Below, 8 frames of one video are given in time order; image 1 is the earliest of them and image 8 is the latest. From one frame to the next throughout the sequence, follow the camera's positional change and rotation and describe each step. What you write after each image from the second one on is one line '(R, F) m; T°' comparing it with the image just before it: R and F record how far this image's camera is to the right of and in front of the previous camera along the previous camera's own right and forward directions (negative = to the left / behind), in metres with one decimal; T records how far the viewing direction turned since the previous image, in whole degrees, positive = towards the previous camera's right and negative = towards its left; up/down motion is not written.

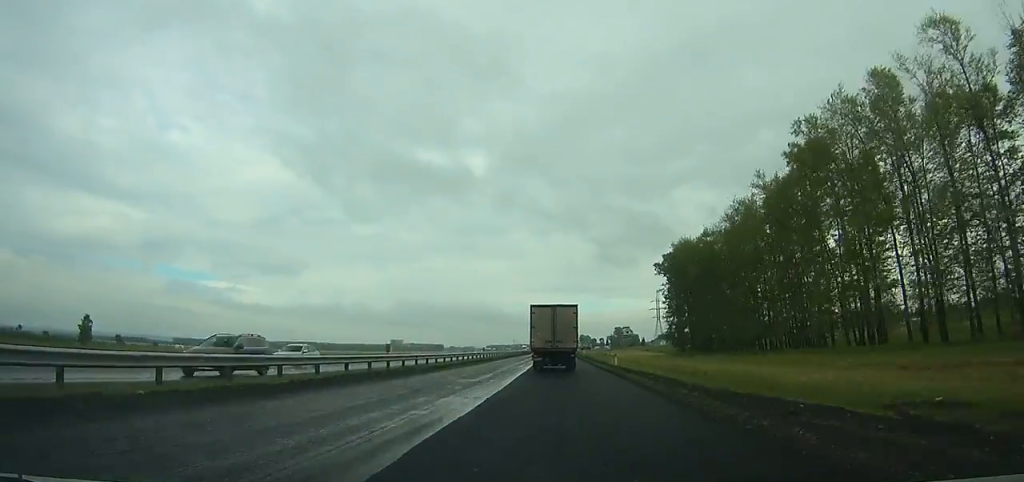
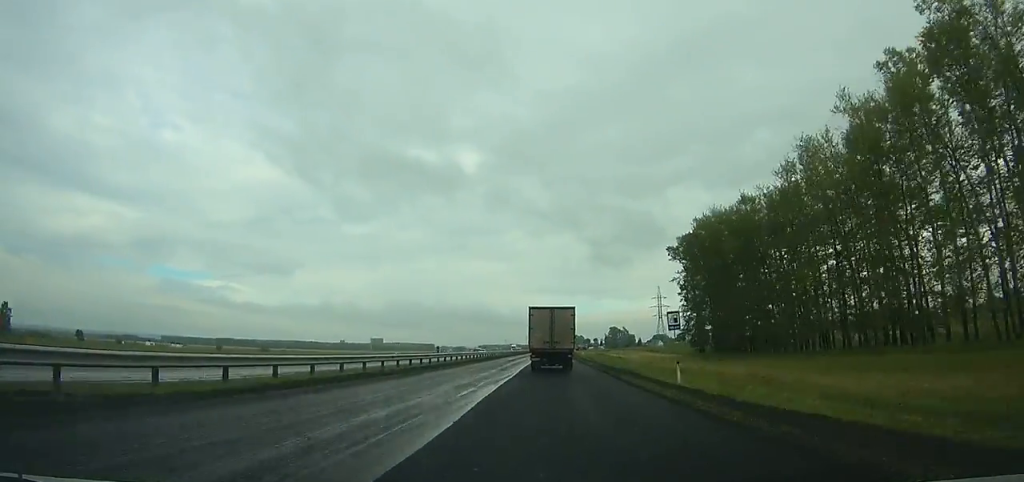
(-2.2, +23.4) m; -1°
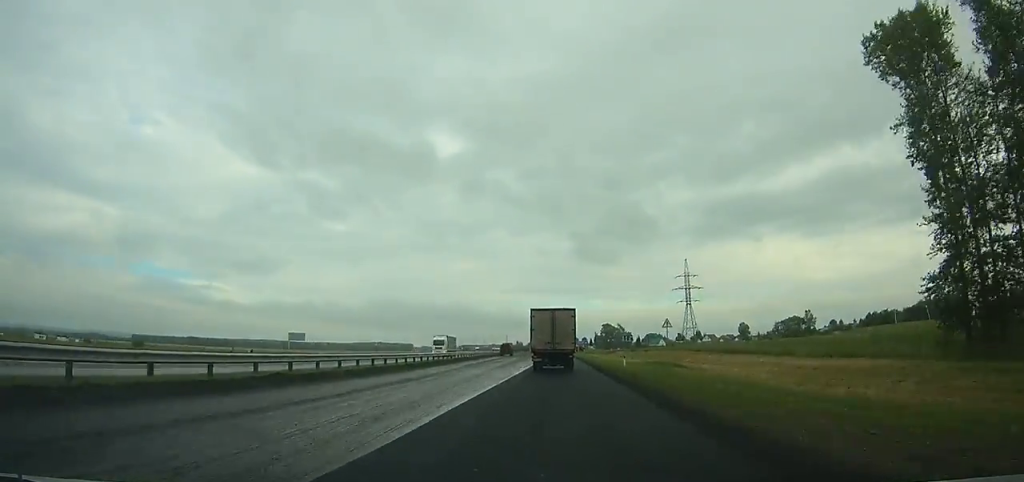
(+0.8, +78.9) m; +3°
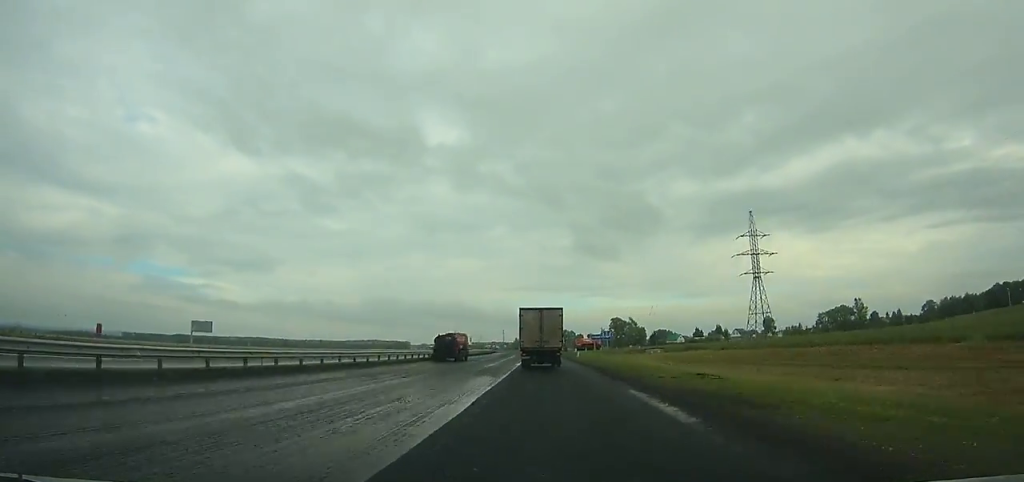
(+0.2, +63.7) m; 0°
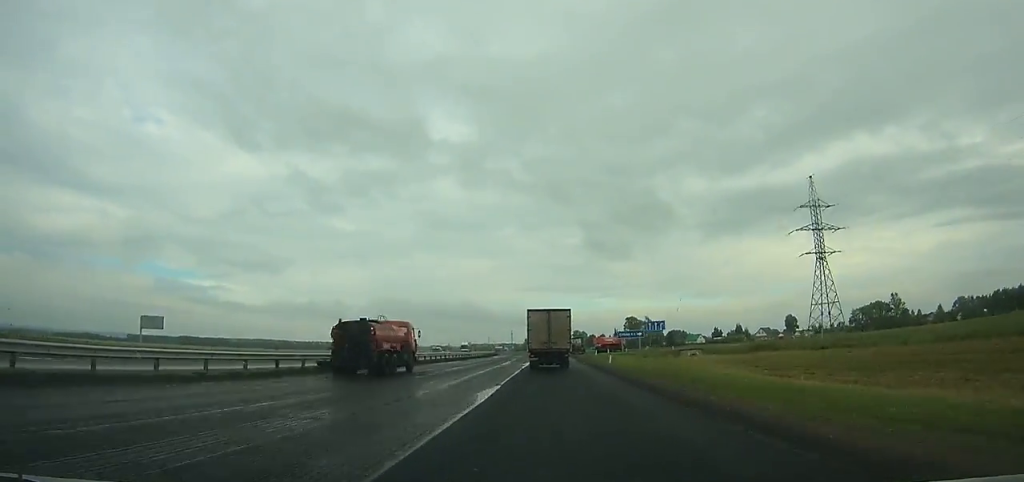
(-0.1, +26.8) m; 0°
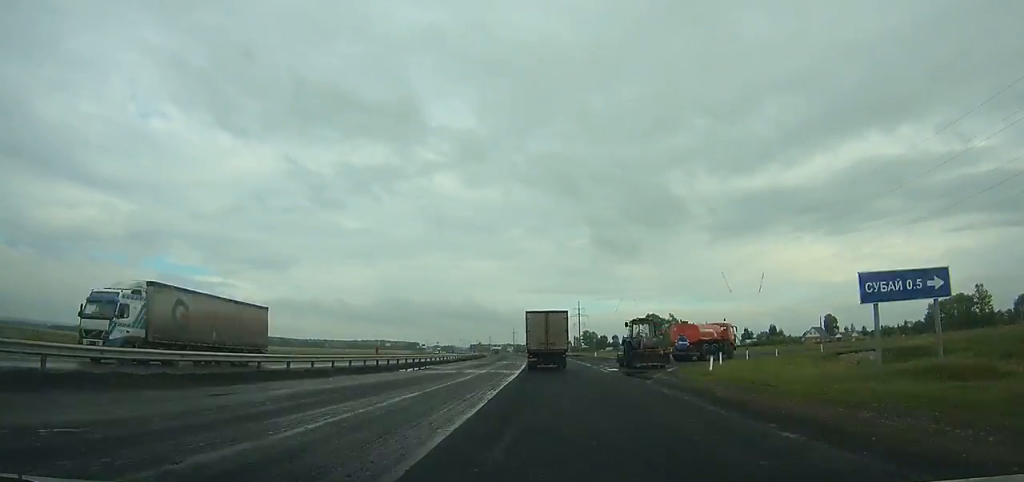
(-0.5, +63.0) m; -1°
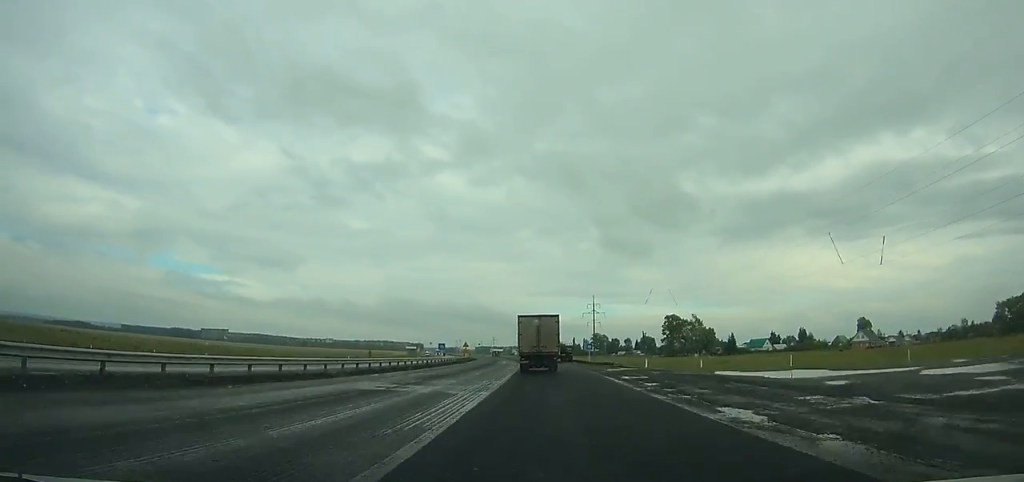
(-0.4, +40.2) m; -1°
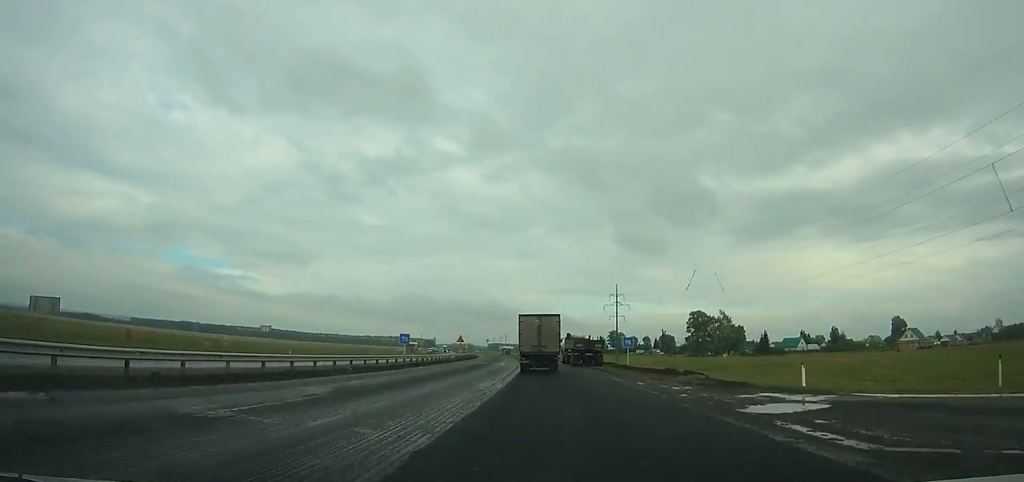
(-0.1, +25.7) m; -1°
